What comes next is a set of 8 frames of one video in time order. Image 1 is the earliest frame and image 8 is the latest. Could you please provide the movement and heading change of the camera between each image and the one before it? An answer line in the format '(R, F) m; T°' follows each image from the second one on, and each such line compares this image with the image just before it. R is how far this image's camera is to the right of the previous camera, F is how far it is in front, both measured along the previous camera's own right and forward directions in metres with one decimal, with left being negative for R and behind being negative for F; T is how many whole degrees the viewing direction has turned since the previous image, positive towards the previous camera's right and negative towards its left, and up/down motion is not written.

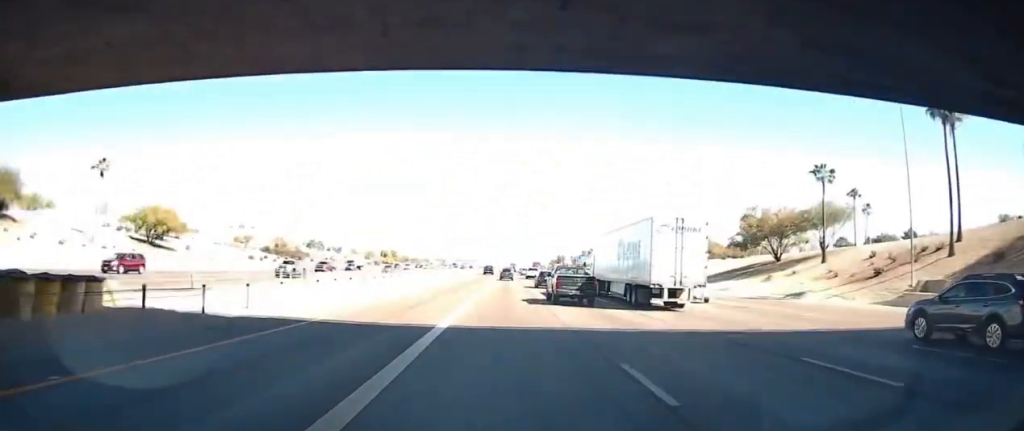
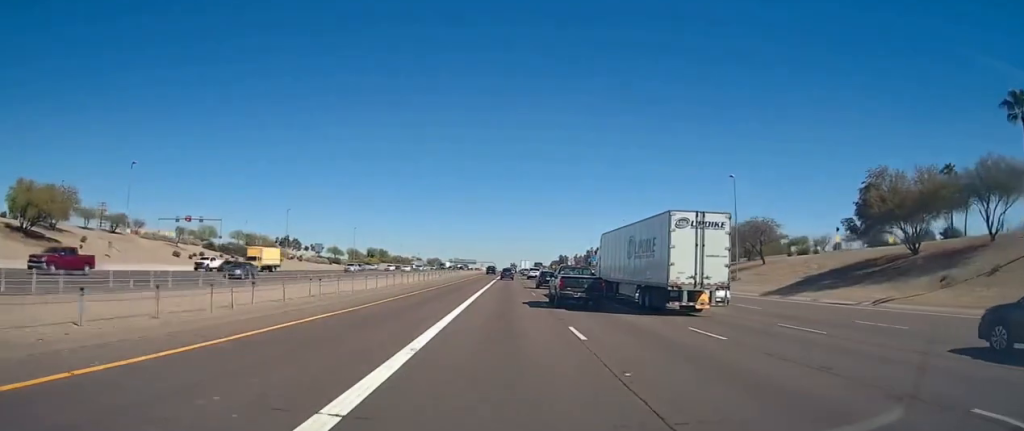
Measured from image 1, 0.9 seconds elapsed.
(+0.1, +31.3) m; 0°
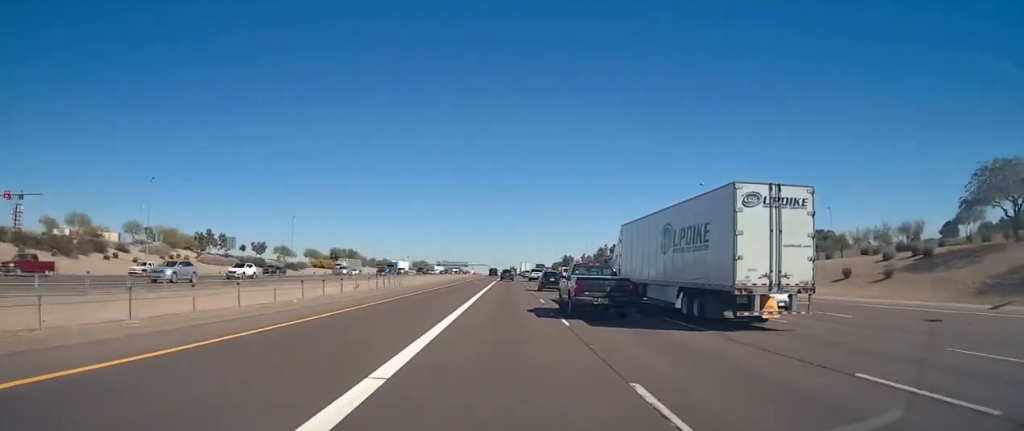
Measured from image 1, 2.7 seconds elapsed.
(+0.2, +59.4) m; 0°
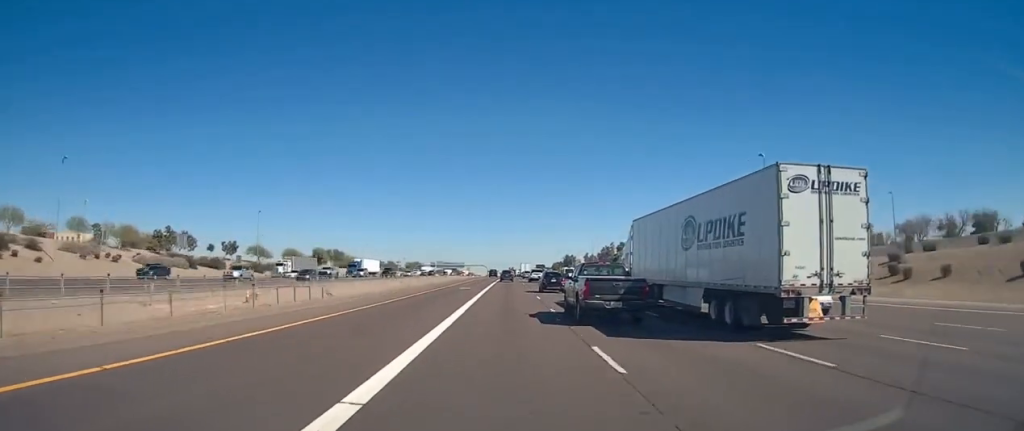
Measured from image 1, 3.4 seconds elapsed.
(+0.1, +20.8) m; 0°
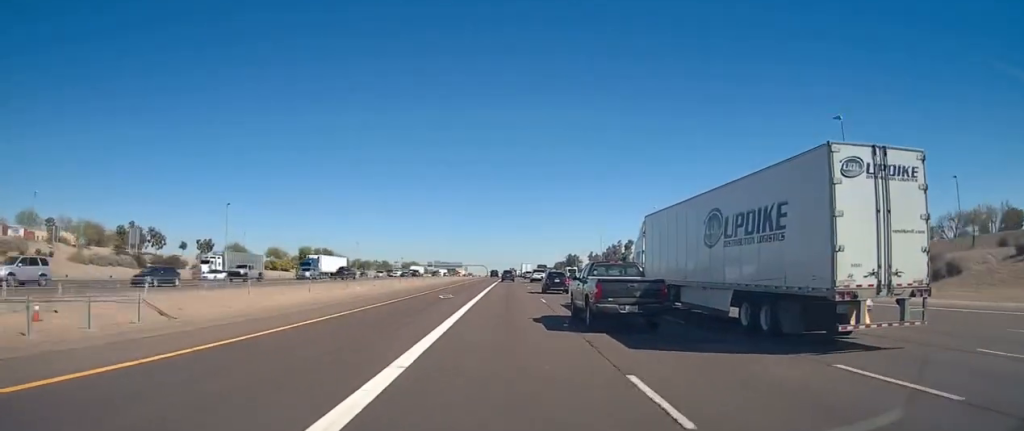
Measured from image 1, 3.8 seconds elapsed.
(-0.1, +15.4) m; 0°
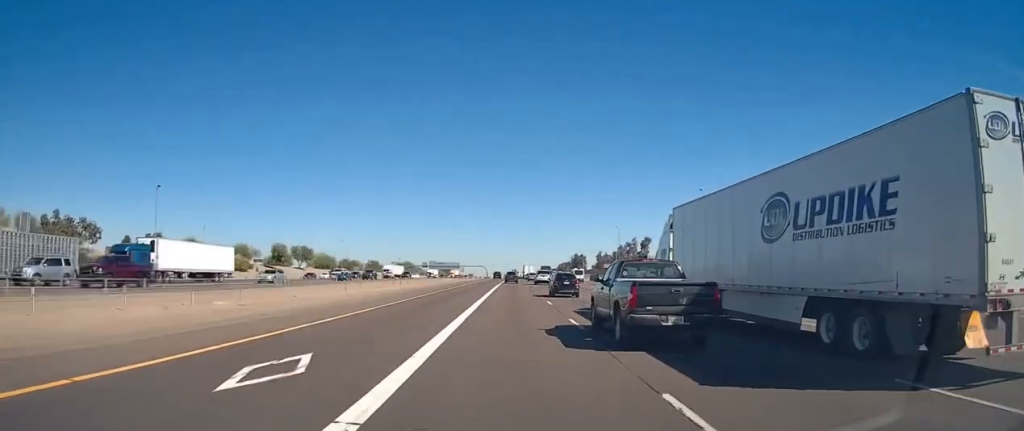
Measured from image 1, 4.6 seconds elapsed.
(-0.1, +25.5) m; 0°
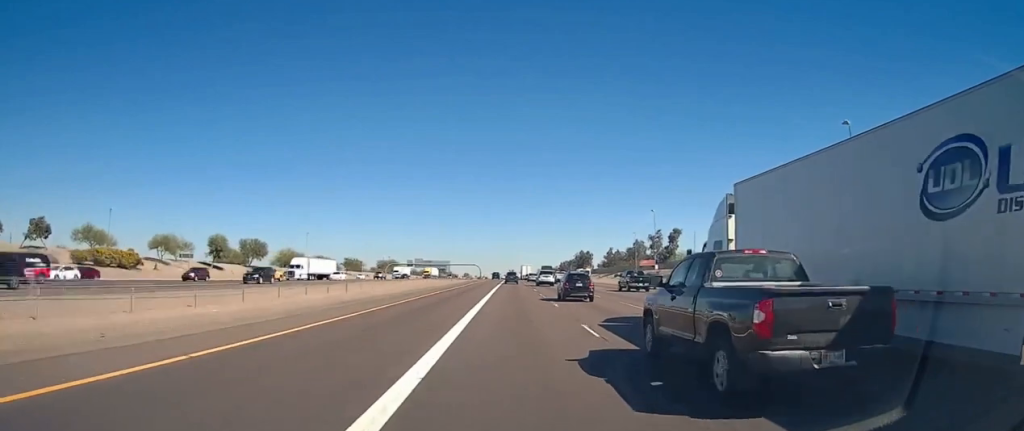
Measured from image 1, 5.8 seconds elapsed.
(+0.1, +37.8) m; 0°
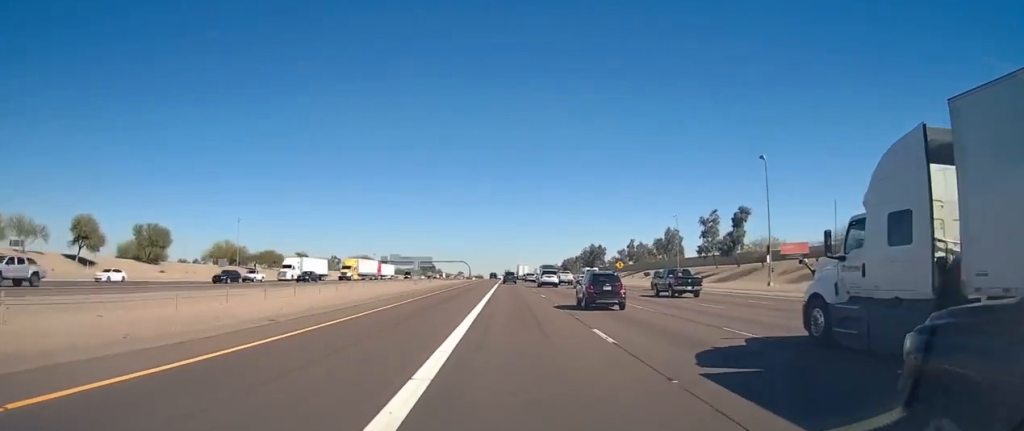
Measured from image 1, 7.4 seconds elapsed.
(+0.1, +47.8) m; 0°
